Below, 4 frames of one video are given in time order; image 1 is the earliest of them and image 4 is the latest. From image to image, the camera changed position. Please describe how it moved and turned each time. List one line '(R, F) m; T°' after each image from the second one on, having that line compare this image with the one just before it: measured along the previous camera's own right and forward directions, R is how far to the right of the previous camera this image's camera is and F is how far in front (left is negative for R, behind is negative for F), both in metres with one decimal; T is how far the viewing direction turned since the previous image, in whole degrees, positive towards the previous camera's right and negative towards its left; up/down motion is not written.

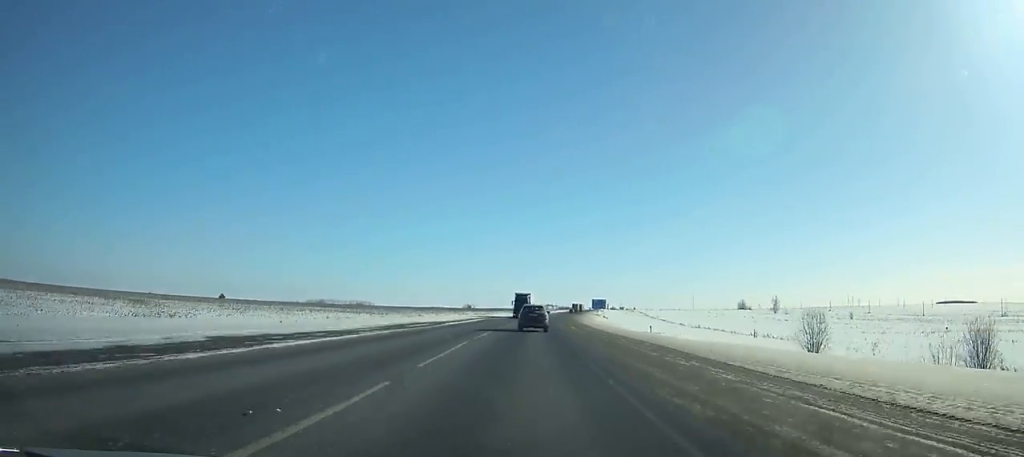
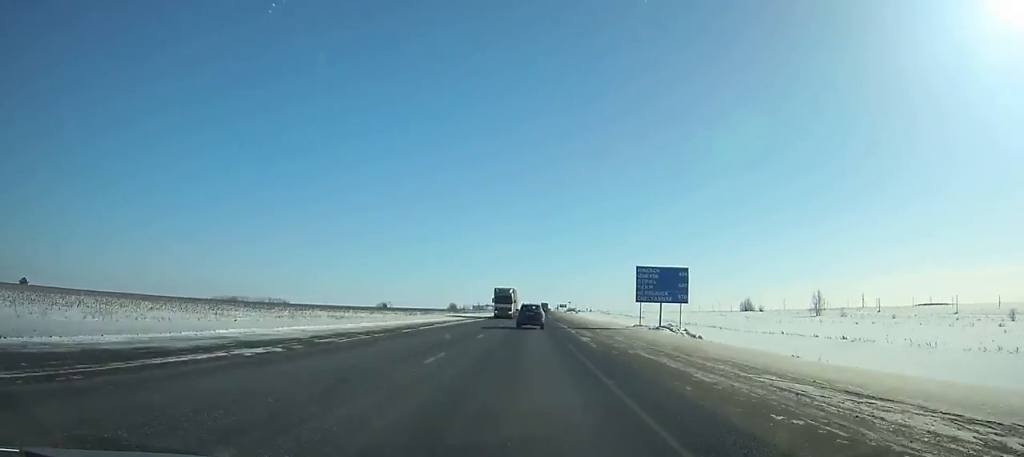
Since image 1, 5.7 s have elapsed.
(+7.3, +139.9) m; +5°
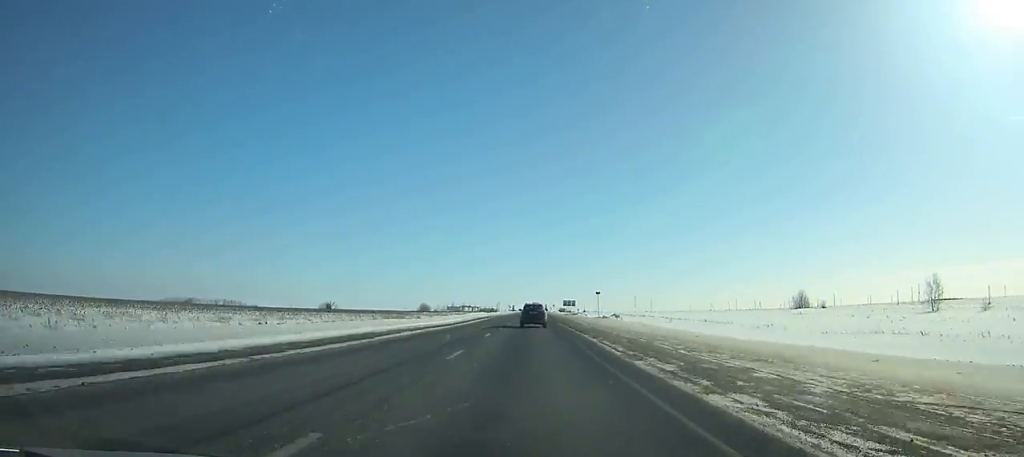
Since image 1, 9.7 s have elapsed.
(+2.0, +101.7) m; +2°
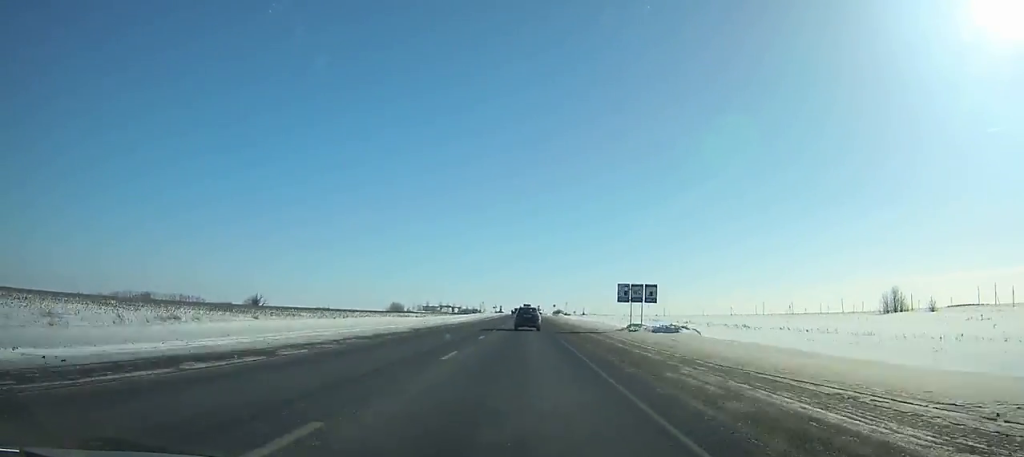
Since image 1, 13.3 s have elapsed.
(+0.9, +92.9) m; +1°
